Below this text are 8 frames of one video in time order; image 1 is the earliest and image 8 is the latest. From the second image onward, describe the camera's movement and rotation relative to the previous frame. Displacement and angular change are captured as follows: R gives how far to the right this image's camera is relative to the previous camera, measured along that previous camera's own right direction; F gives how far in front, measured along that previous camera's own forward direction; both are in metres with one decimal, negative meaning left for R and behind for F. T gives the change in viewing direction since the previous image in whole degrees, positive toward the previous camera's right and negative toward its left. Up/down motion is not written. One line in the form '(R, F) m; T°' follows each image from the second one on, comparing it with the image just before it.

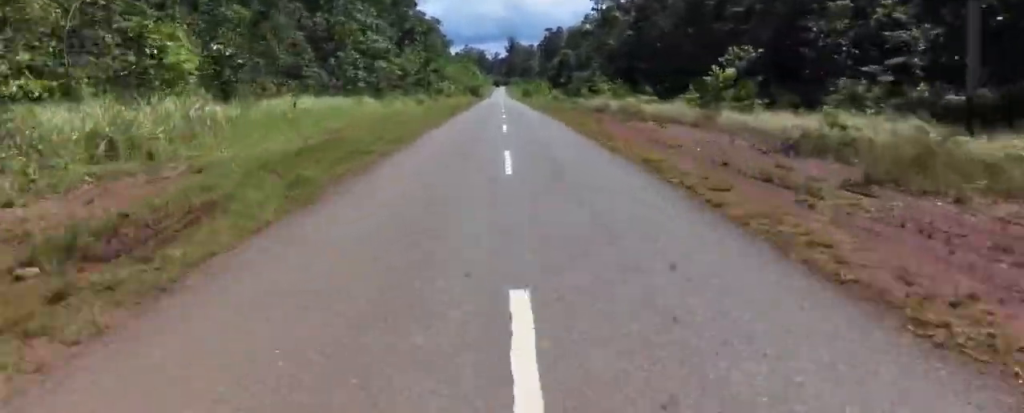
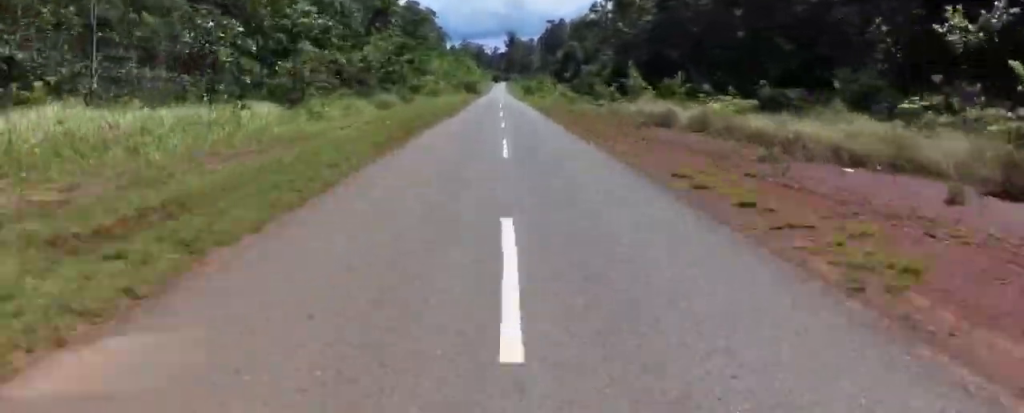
(+0.7, +13.9) m; +1°
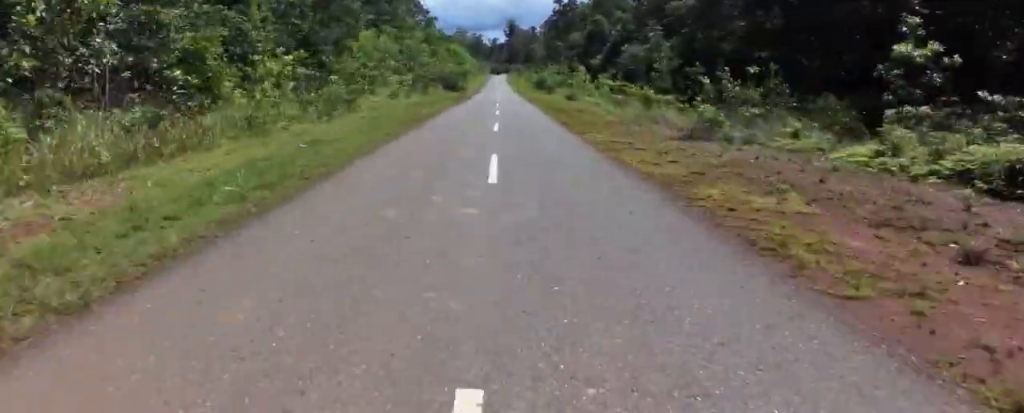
(+0.3, +35.6) m; -4°
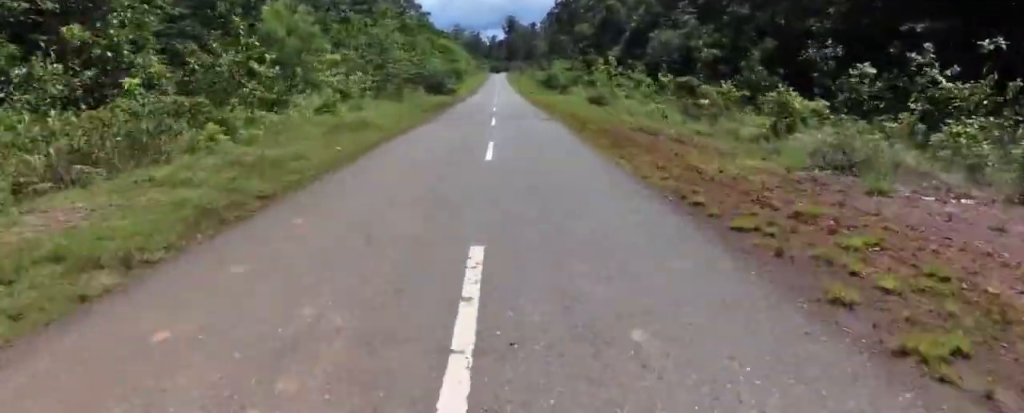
(-0.7, +14.0) m; 0°
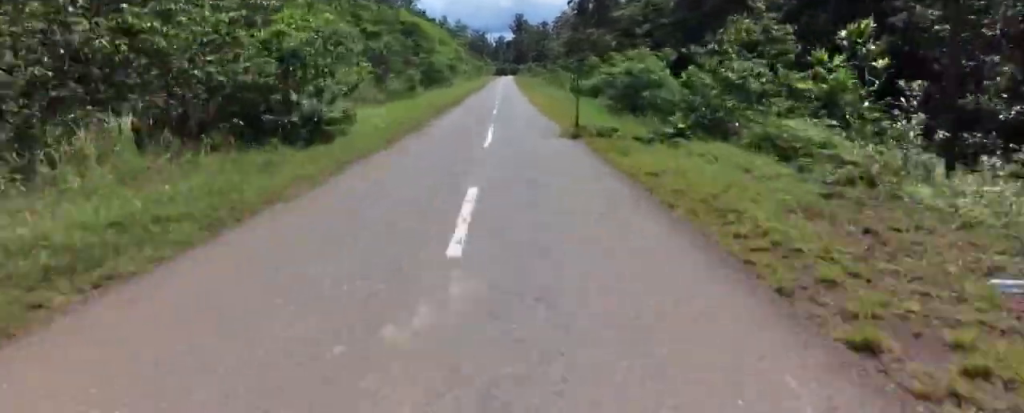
(+1.4, +37.7) m; +4°
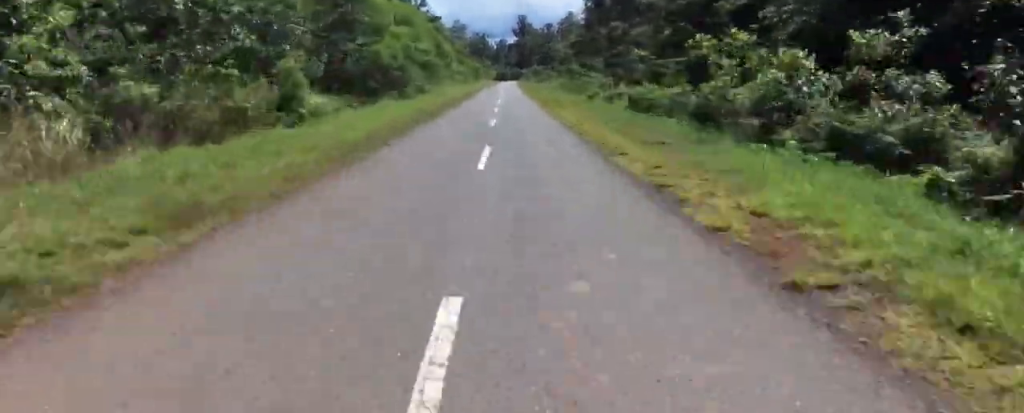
(0.0, +22.4) m; 0°
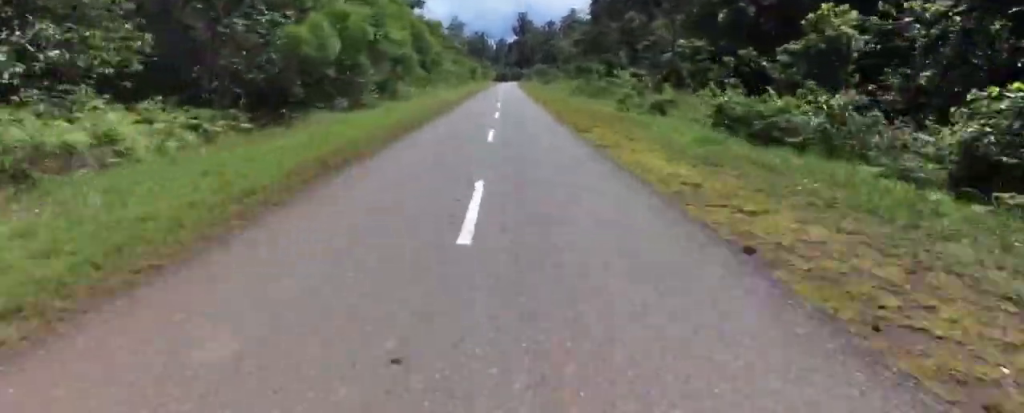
(0.0, +11.4) m; 0°
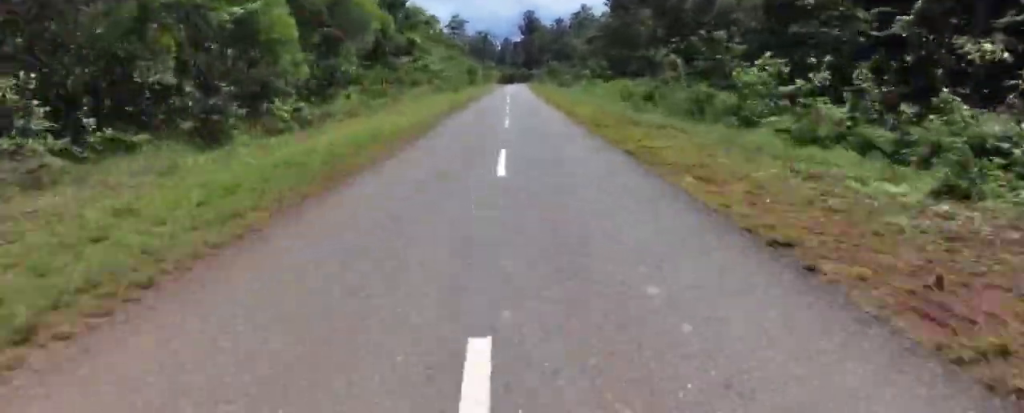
(0.0, +20.7) m; 0°
